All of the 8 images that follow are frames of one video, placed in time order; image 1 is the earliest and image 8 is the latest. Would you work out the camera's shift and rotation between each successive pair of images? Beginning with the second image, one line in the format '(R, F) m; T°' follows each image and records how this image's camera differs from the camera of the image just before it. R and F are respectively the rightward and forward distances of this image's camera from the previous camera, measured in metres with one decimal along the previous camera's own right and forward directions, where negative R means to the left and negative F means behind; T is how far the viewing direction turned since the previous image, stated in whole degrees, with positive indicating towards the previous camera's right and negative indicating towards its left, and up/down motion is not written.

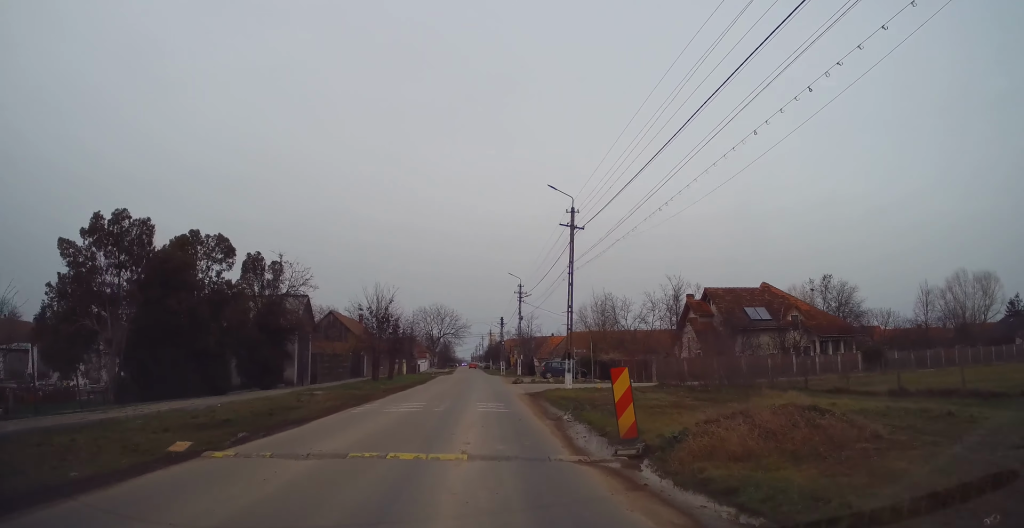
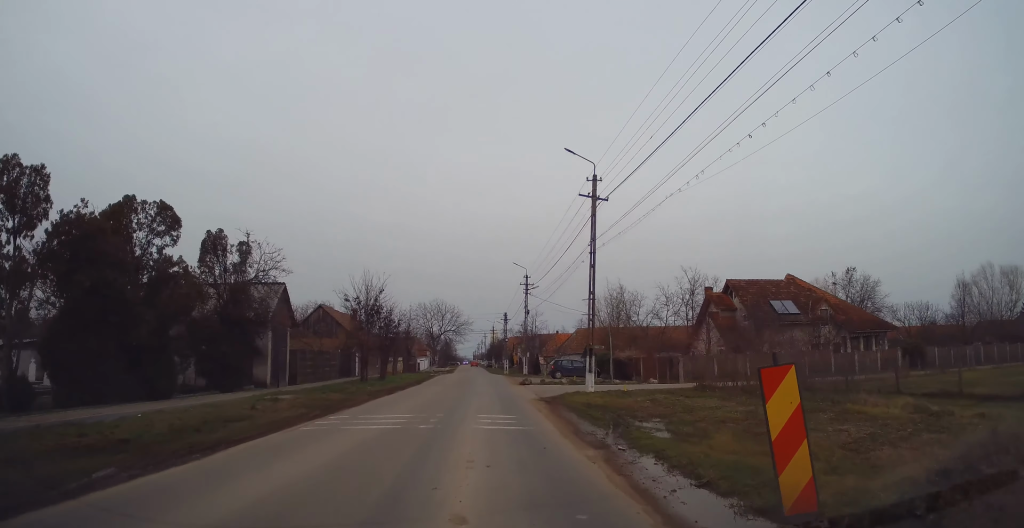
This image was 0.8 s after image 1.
(0.0, +6.4) m; 0°
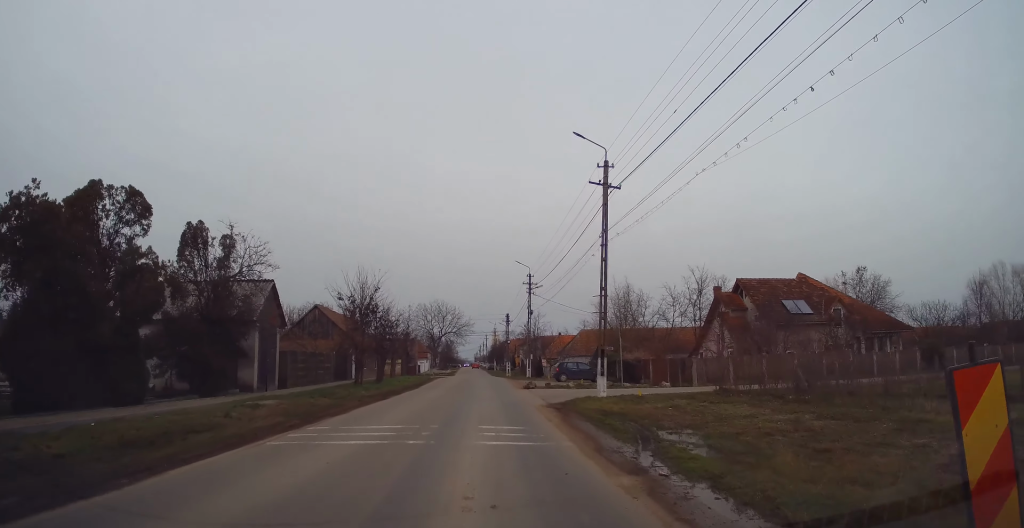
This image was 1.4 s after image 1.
(0.0, +3.5) m; -1°
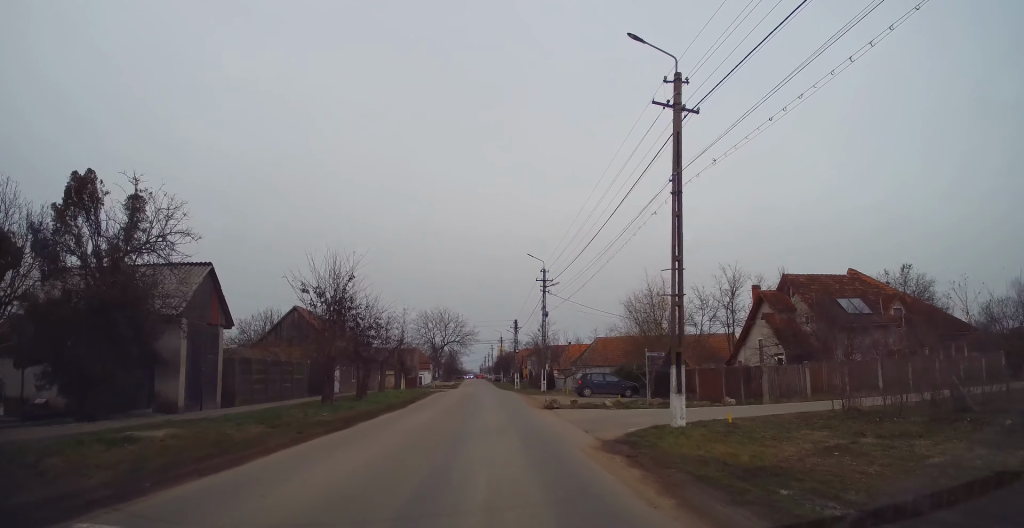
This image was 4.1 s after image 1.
(-0.2, +10.1) m; 0°
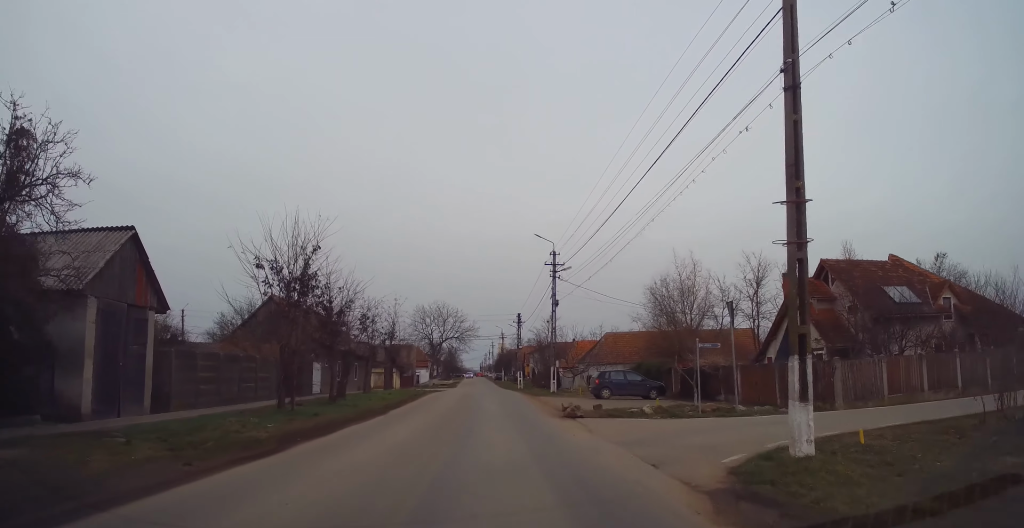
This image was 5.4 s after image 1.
(-0.1, +4.1) m; 0°
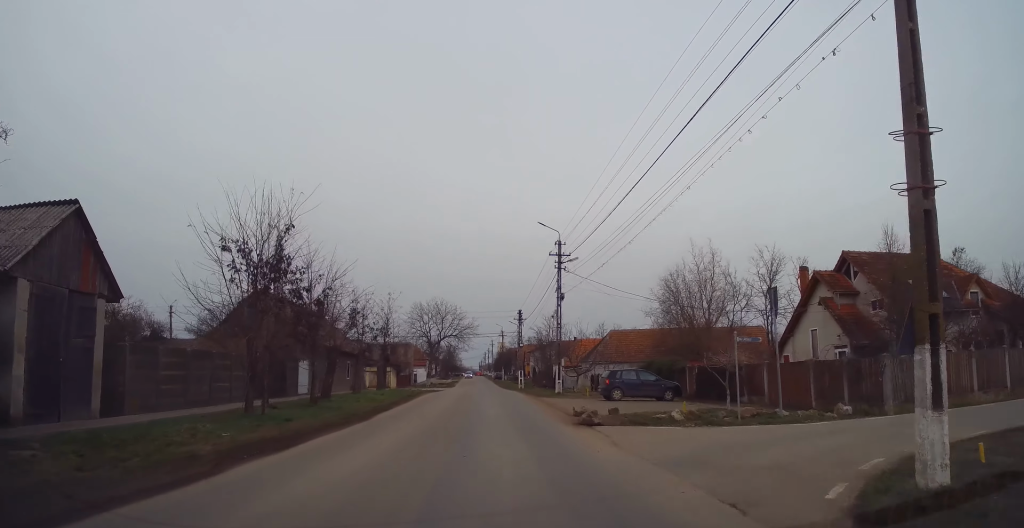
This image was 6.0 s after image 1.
(-0.1, +2.3) m; +2°
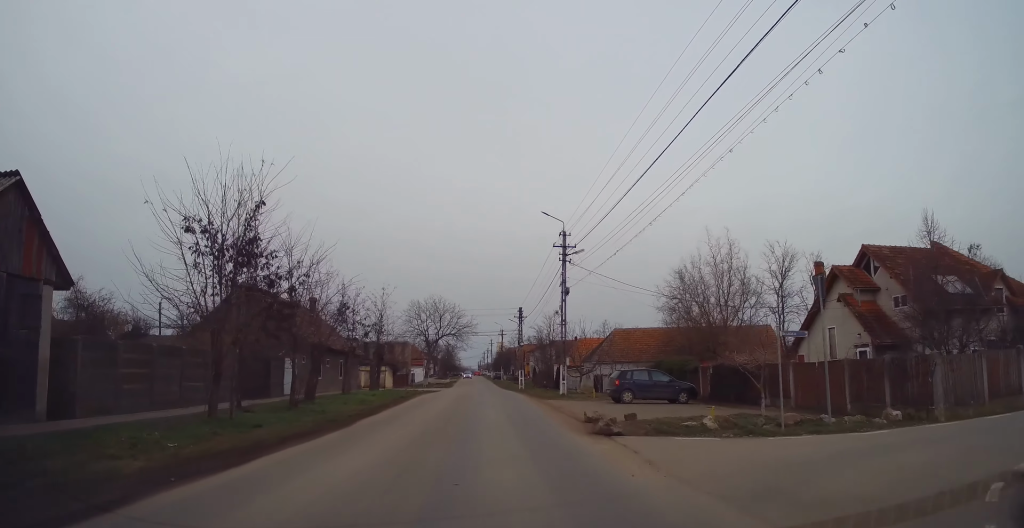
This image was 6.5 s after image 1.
(+0.1, +2.2) m; 0°
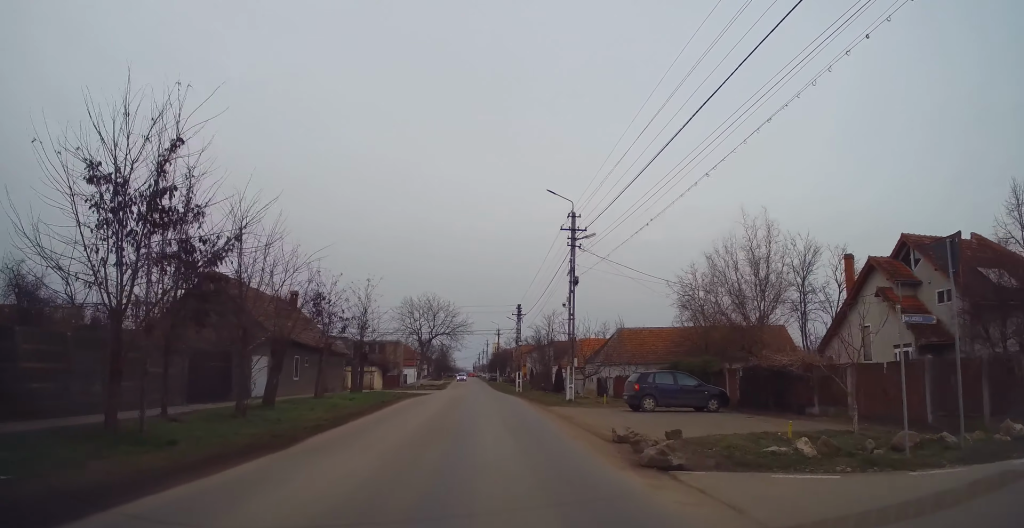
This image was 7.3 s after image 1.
(0.0, +4.2) m; 0°
